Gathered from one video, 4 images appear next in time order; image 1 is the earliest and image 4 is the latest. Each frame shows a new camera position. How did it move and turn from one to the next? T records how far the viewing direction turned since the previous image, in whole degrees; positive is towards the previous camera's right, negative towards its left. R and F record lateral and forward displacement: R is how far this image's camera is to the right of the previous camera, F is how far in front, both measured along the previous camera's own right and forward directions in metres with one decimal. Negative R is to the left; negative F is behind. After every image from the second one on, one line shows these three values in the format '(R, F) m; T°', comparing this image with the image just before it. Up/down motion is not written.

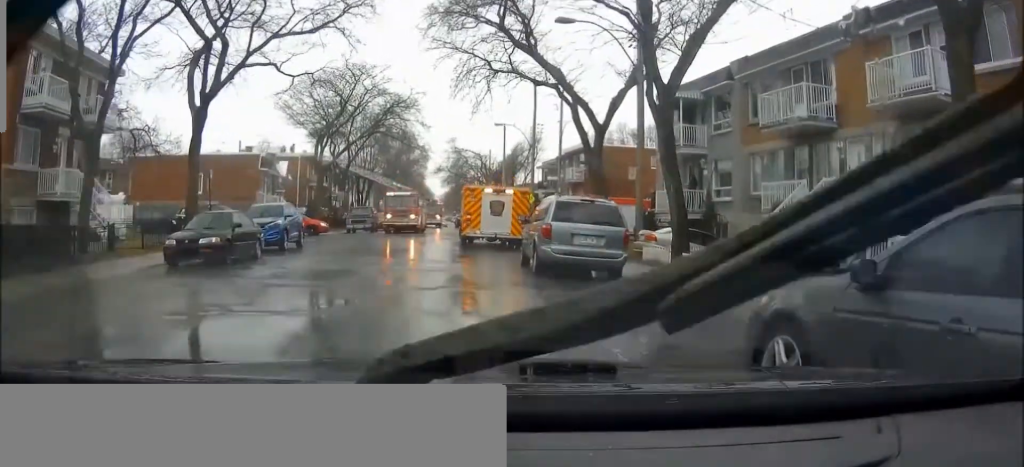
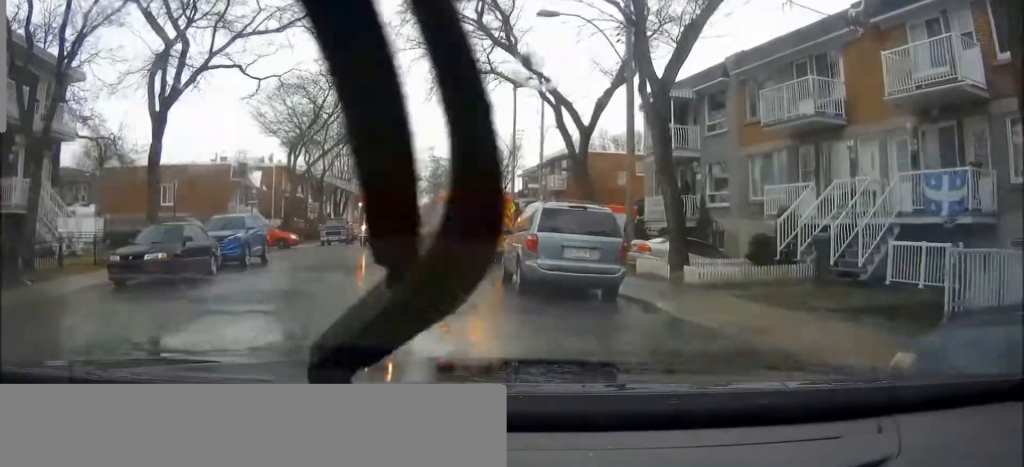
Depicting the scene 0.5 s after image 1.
(+0.1, +2.2) m; +2°
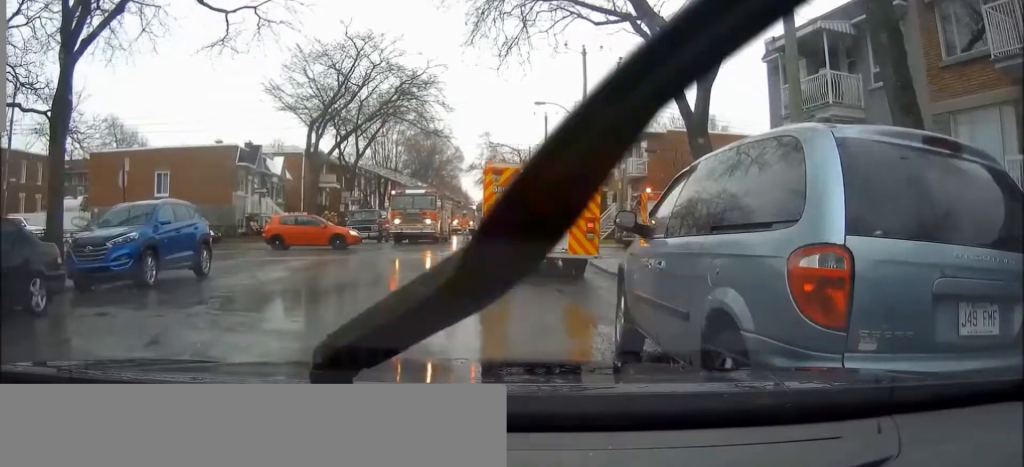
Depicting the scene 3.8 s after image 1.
(+0.2, +11.5) m; -1°
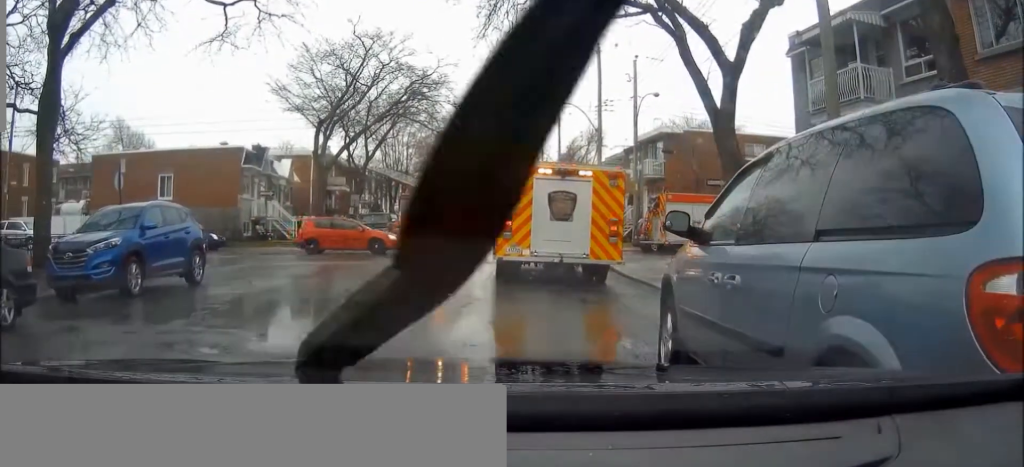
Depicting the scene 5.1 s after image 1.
(-0.2, +2.6) m; -3°
